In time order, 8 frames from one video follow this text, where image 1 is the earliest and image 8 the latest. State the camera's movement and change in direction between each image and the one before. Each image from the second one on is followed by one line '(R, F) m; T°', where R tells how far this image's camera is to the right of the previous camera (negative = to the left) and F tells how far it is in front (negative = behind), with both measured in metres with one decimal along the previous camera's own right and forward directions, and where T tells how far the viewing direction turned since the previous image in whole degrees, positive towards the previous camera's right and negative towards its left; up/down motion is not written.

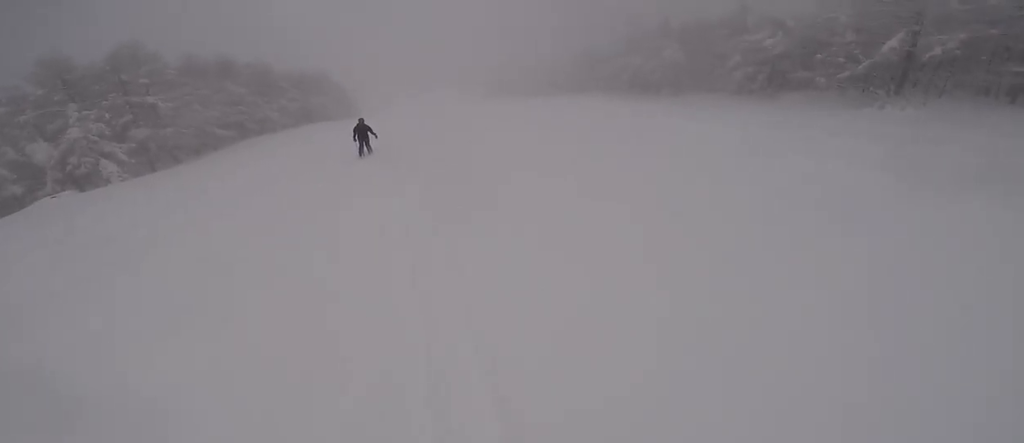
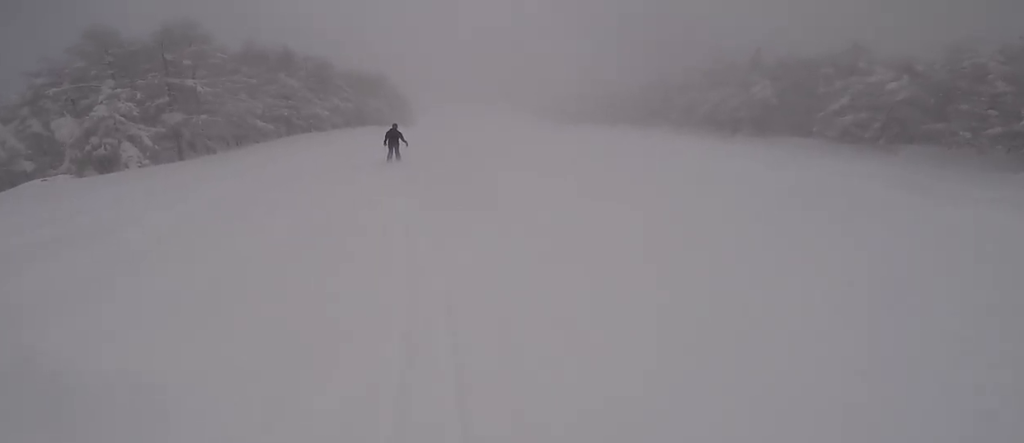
(+0.5, +4.9) m; -1°
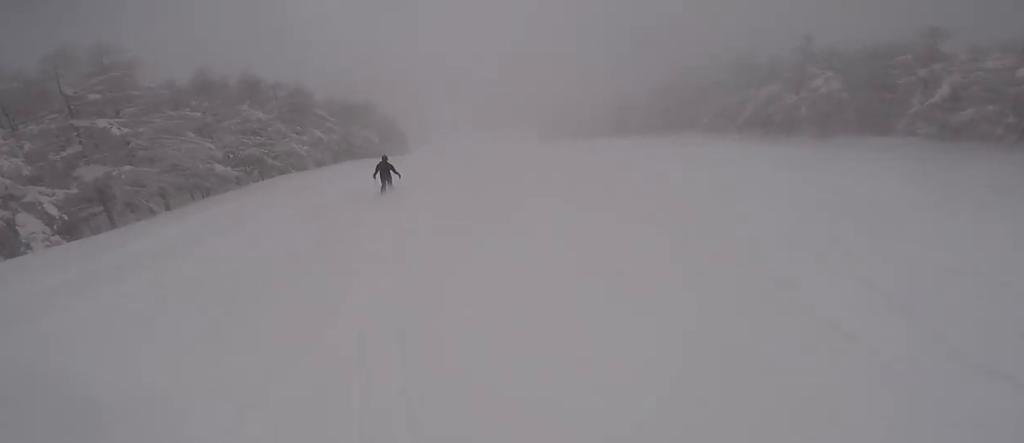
(-0.3, +8.2) m; 0°
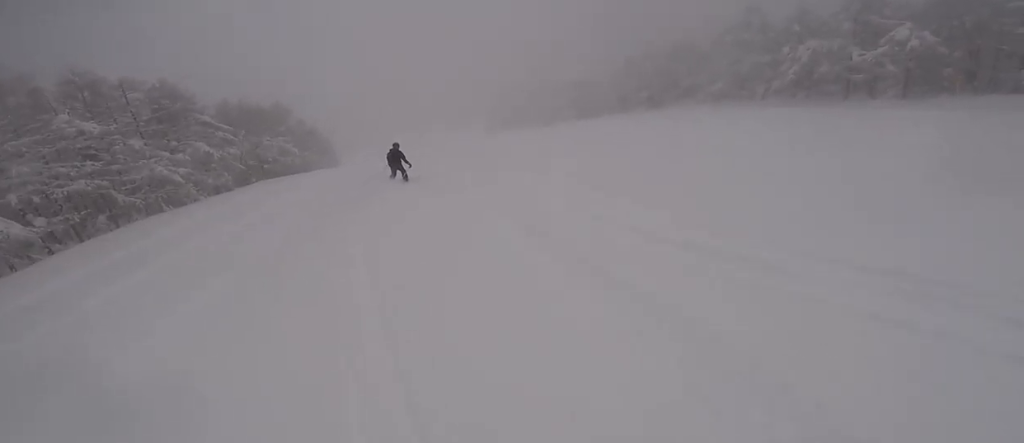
(+1.0, +14.3) m; +12°
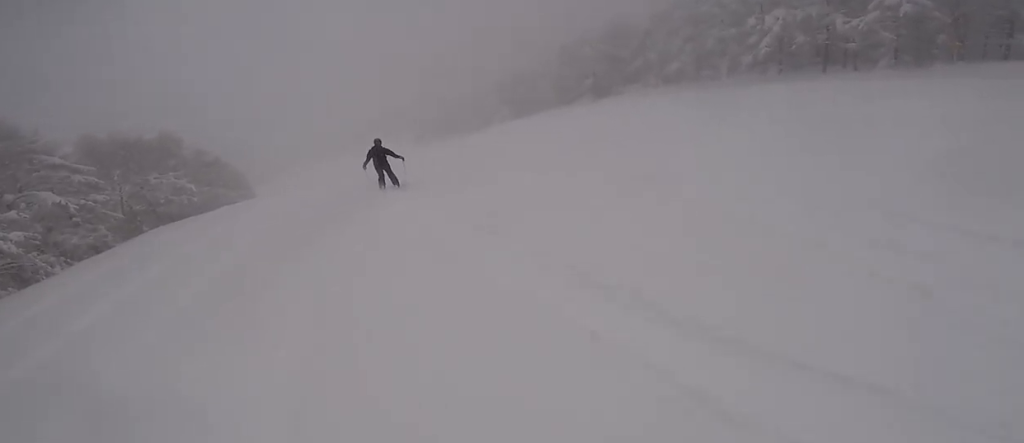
(+0.2, +6.4) m; +8°
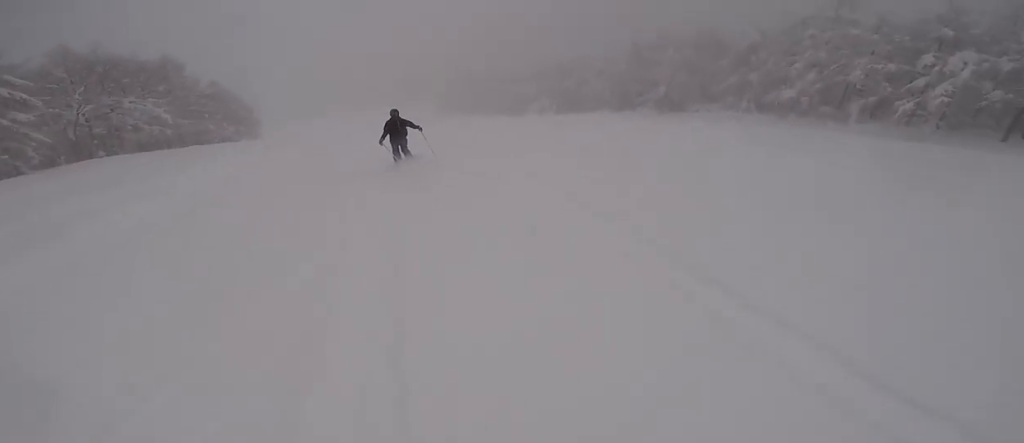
(+1.0, +8.1) m; -4°
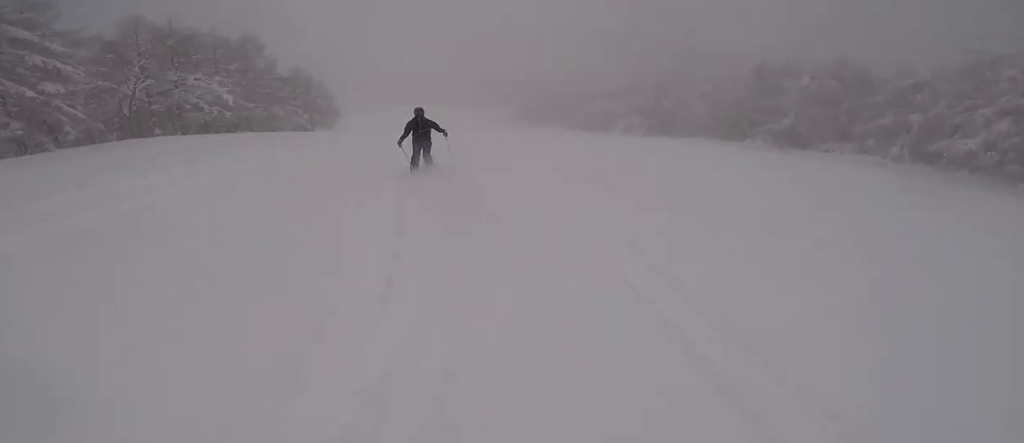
(-0.5, +4.9) m; -6°
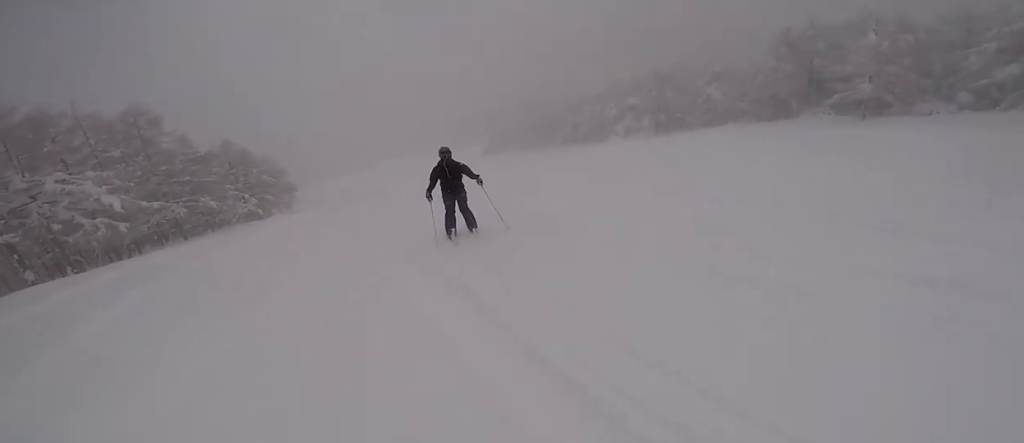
(-0.9, +11.4) m; +2°
